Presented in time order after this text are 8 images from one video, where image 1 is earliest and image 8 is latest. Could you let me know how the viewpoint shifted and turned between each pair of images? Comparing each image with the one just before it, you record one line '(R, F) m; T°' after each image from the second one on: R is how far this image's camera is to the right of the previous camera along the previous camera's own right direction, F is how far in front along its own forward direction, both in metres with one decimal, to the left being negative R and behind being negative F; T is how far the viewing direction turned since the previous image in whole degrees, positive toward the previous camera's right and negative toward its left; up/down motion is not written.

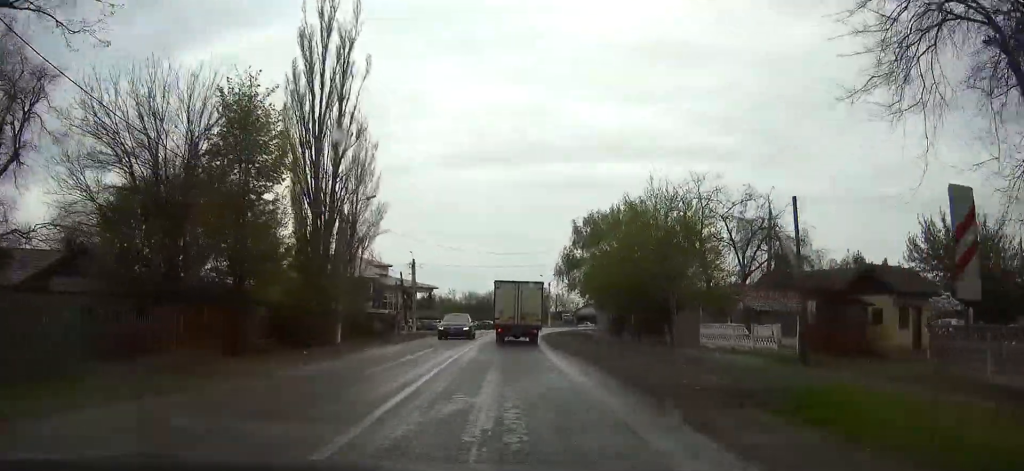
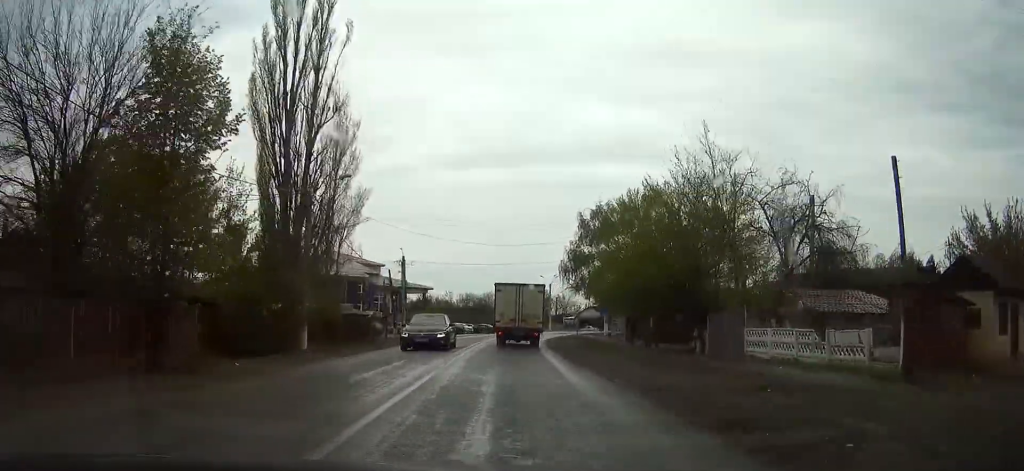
(0.0, +6.9) m; 0°
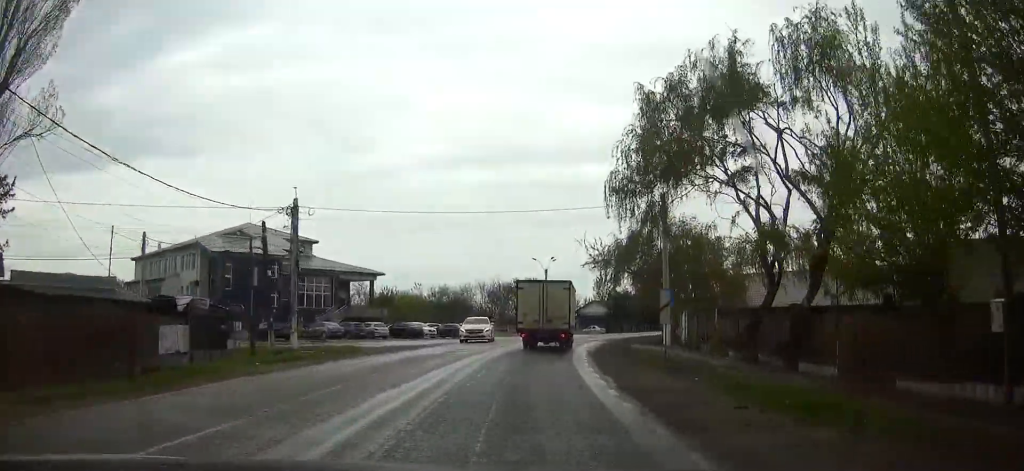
(+0.5, +33.2) m; +3°
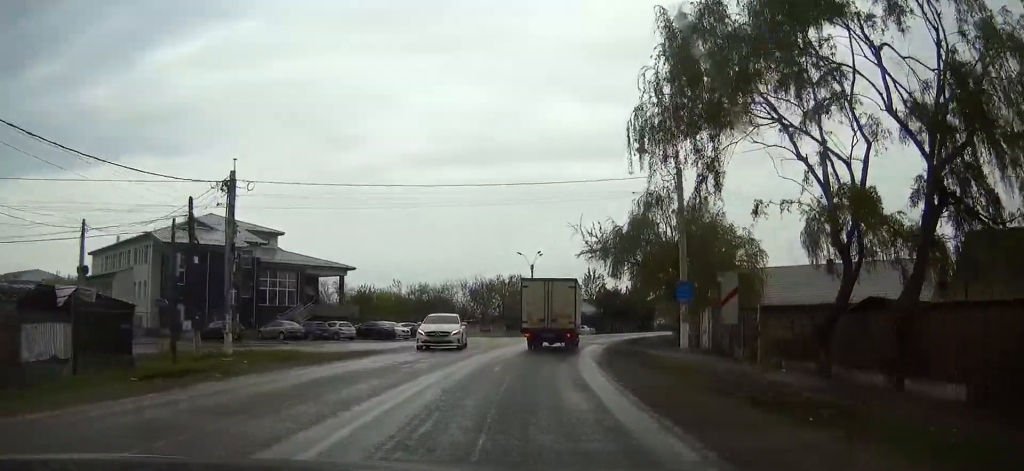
(0.0, +7.3) m; +1°
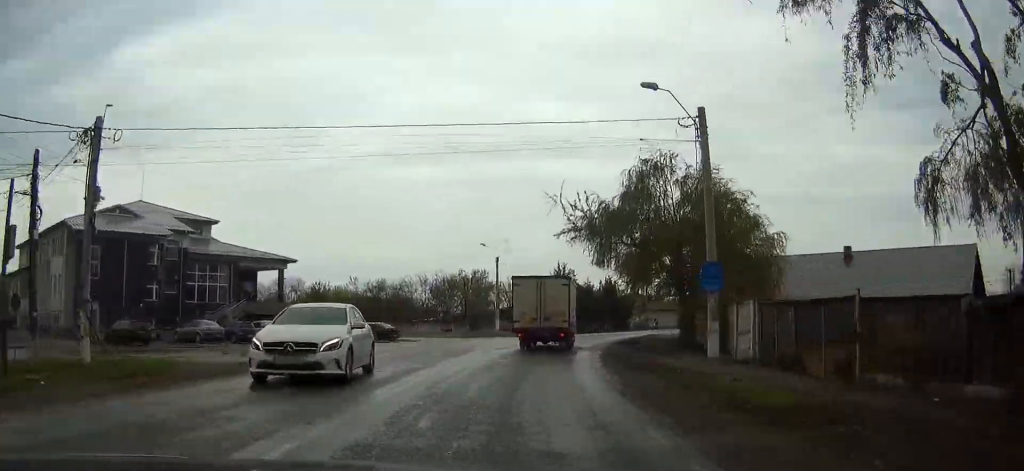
(+0.2, +9.4) m; +3°
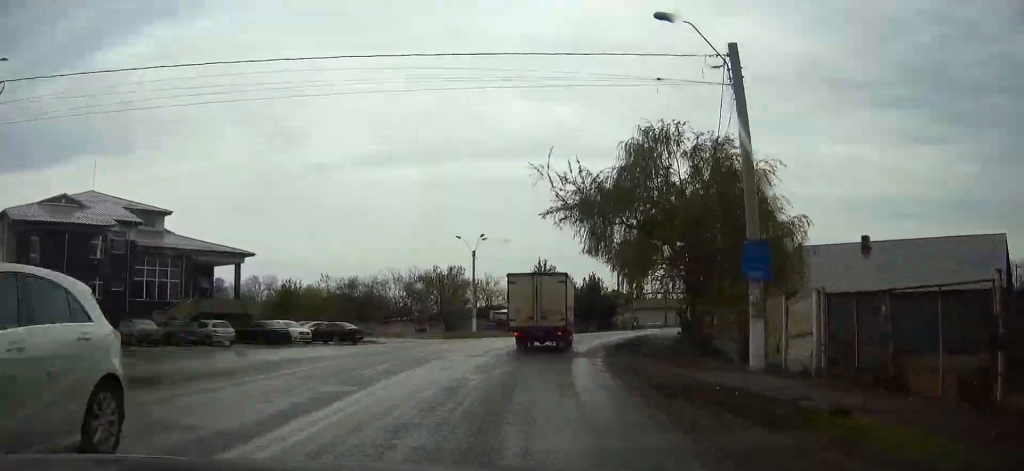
(+0.1, +5.9) m; +2°
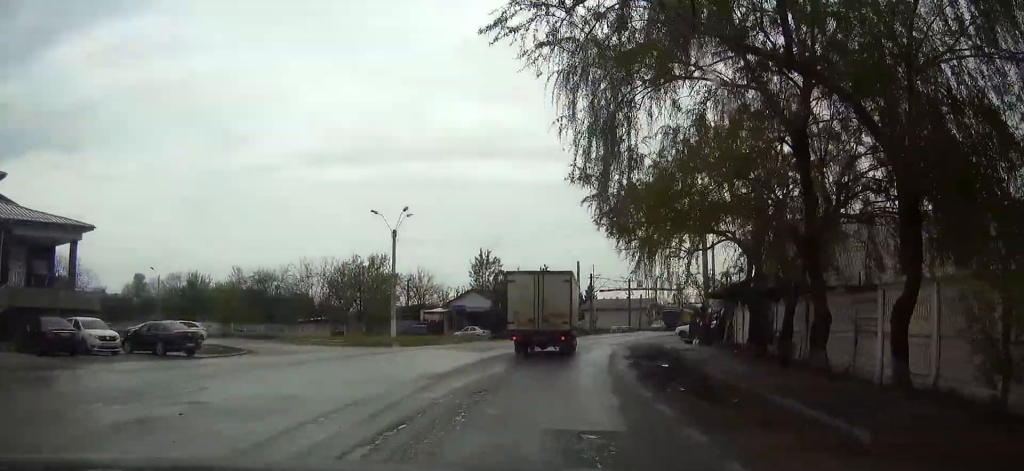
(+0.9, +18.0) m; +5°
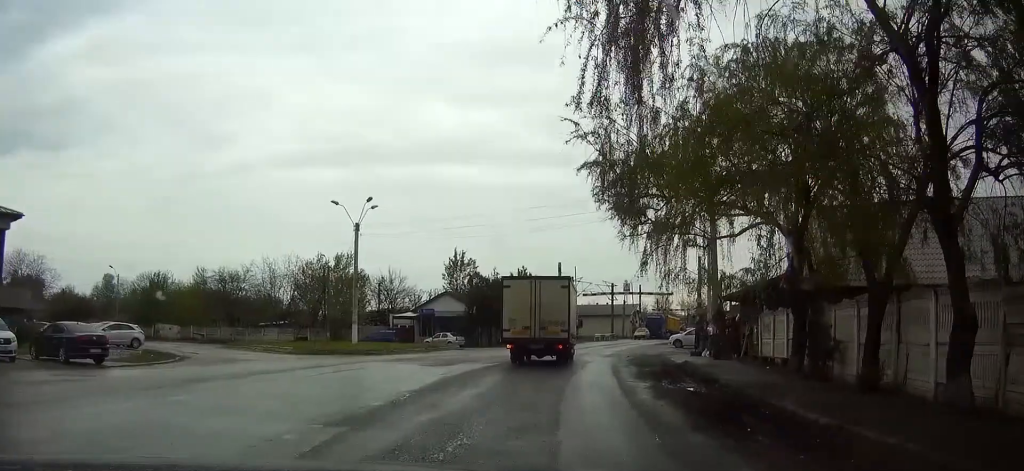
(0.0, +6.1) m; +2°
